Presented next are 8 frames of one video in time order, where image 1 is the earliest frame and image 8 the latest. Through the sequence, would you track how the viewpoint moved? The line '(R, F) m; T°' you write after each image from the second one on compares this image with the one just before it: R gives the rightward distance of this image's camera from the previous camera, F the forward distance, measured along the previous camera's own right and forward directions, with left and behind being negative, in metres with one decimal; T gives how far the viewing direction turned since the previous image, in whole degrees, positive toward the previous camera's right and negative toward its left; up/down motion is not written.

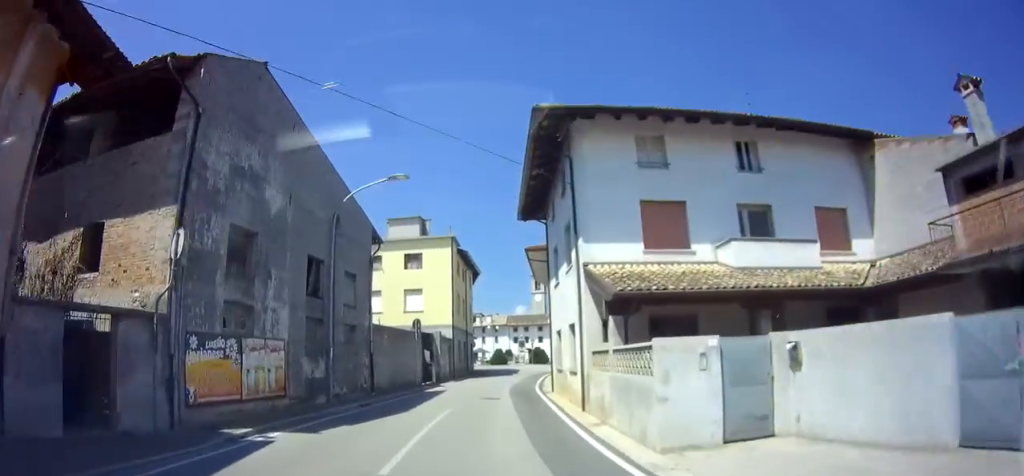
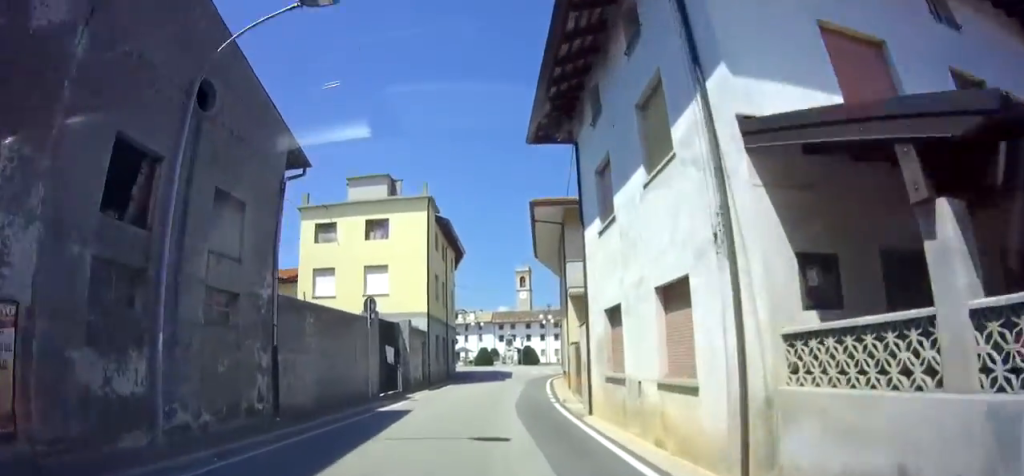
(+0.2, +8.5) m; +1°
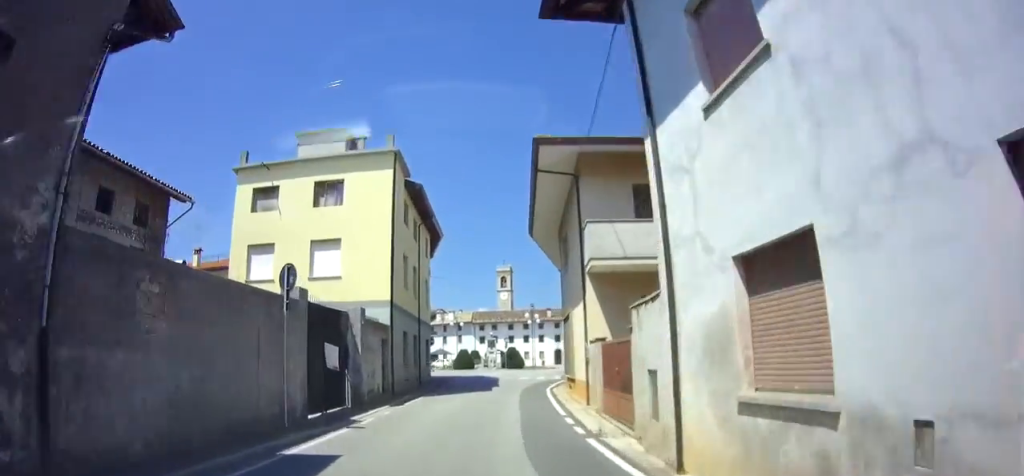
(0.0, +6.1) m; 0°
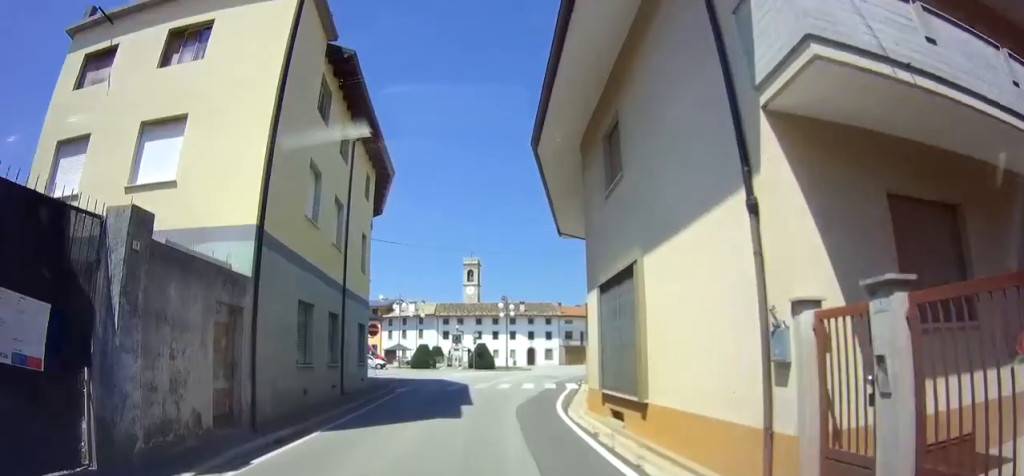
(-0.1, +9.4) m; +3°
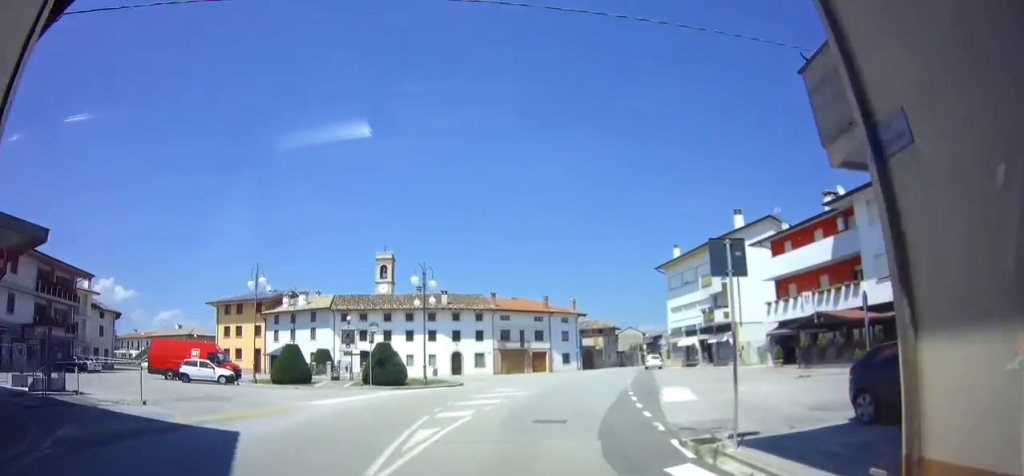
(+3.1, +17.9) m; +20°
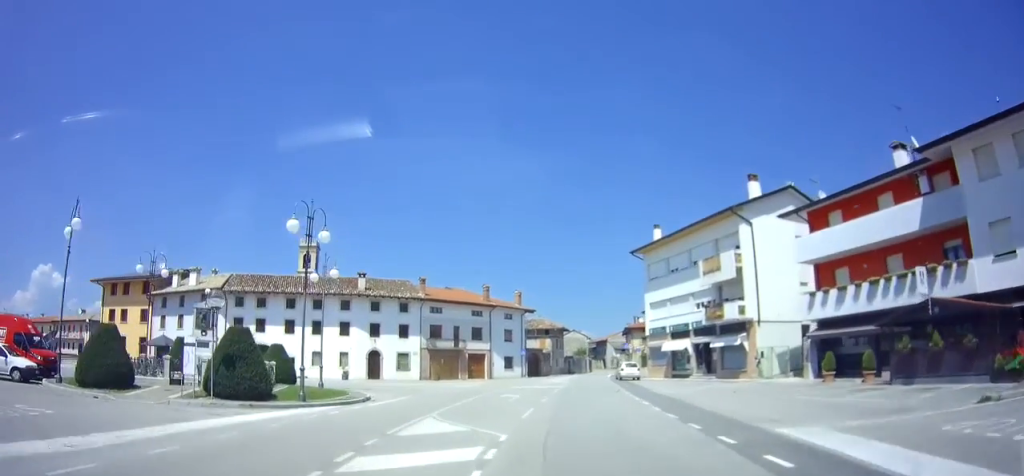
(+1.2, +12.6) m; +7°
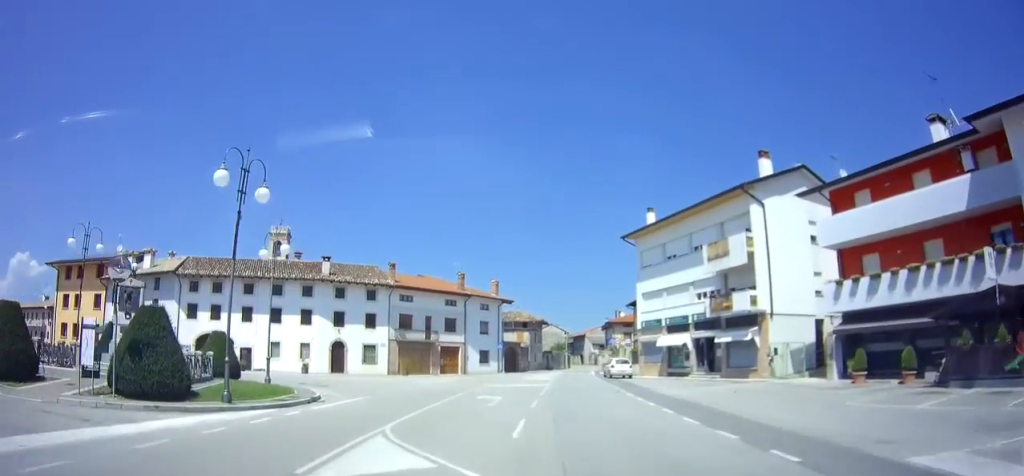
(0.0, +3.9) m; -1°
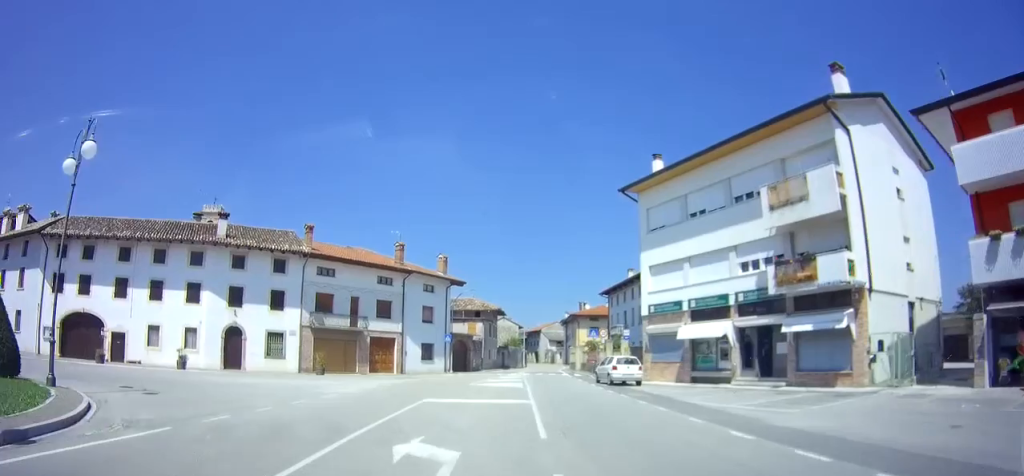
(-0.4, +10.6) m; -4°
